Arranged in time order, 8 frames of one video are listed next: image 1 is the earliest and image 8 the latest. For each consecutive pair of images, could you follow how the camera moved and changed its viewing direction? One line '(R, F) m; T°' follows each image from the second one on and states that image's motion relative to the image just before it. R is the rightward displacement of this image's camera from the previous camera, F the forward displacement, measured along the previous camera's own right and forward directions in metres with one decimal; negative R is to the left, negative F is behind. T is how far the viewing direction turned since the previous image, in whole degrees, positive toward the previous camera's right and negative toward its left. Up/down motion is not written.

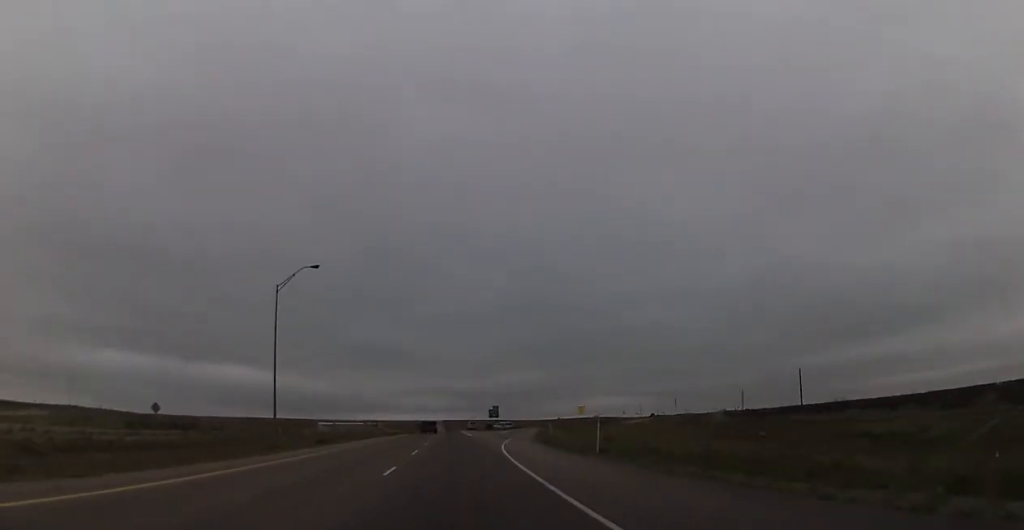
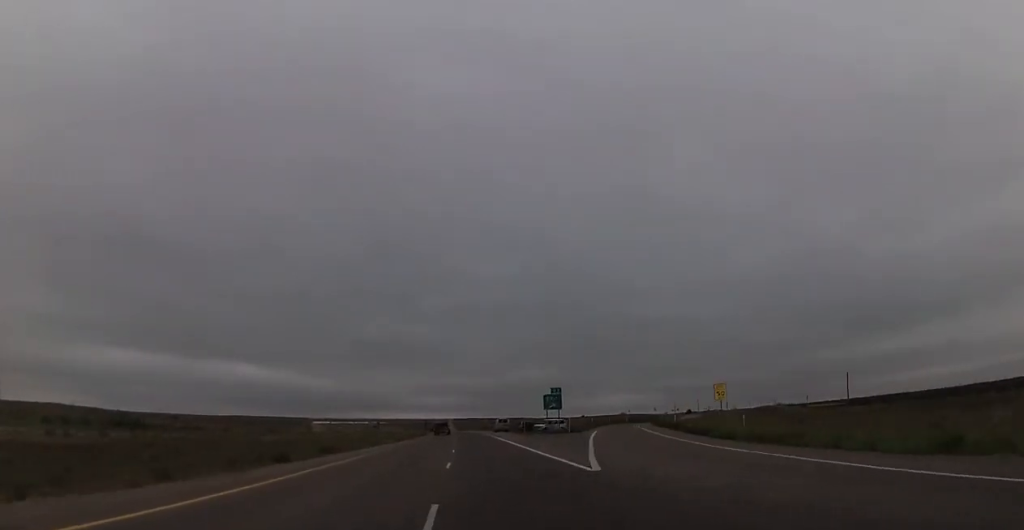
(+0.3, +57.7) m; -1°
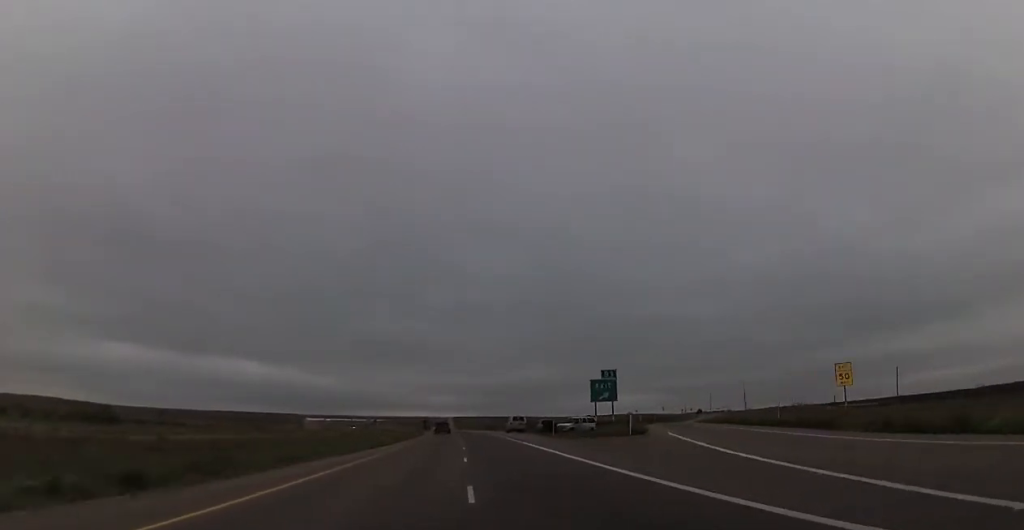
(-0.5, +21.2) m; -1°
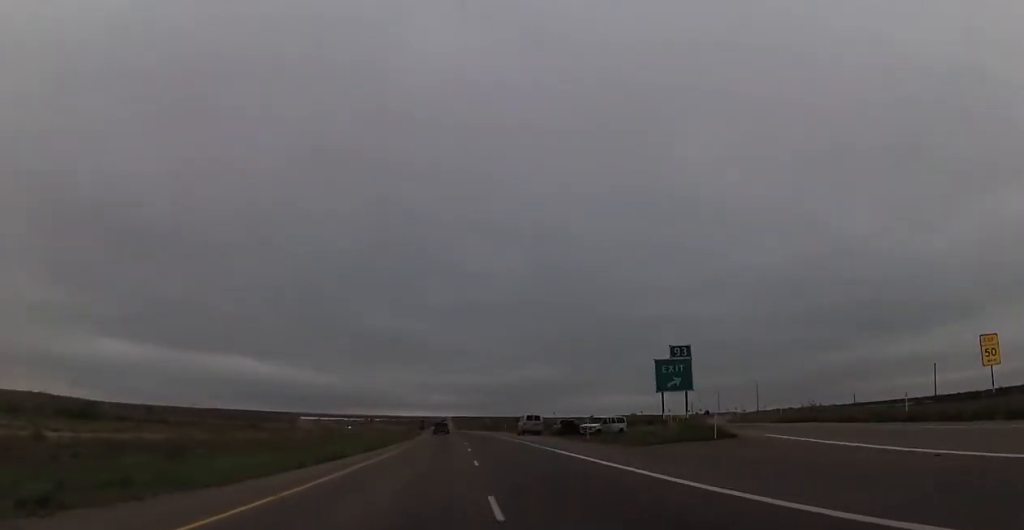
(-0.1, +14.1) m; -1°
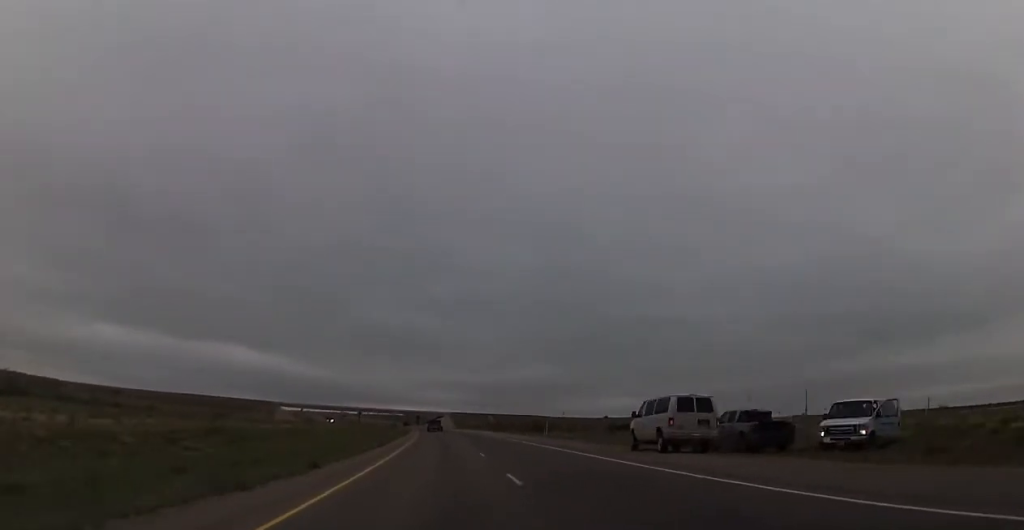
(0.0, +43.6) m; 0°
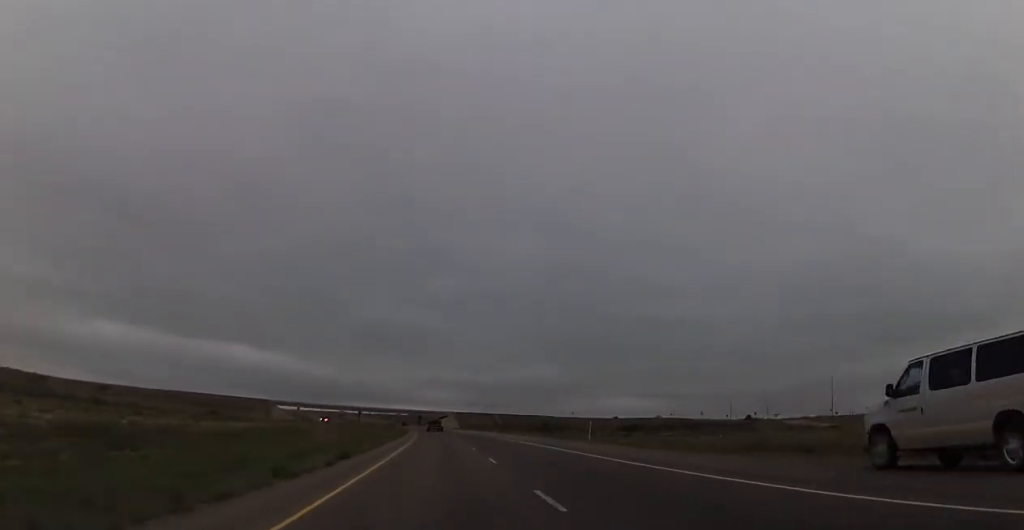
(+0.1, +16.6) m; 0°
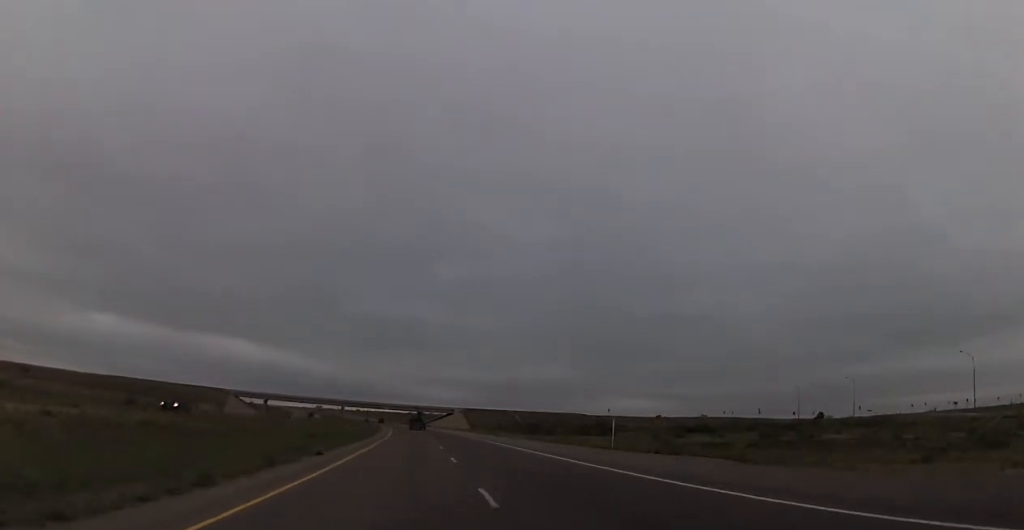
(+0.1, +72.1) m; 0°
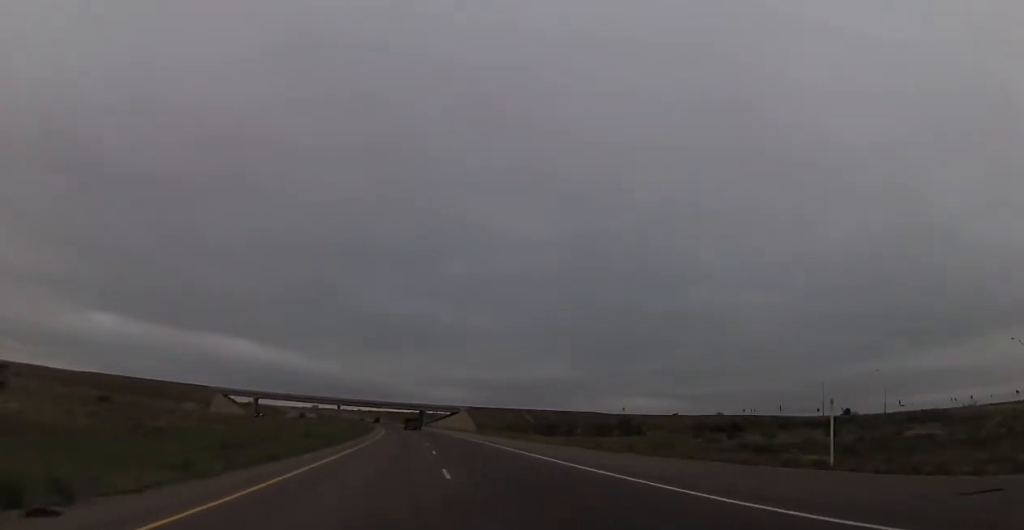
(0.0, +18.9) m; 0°
